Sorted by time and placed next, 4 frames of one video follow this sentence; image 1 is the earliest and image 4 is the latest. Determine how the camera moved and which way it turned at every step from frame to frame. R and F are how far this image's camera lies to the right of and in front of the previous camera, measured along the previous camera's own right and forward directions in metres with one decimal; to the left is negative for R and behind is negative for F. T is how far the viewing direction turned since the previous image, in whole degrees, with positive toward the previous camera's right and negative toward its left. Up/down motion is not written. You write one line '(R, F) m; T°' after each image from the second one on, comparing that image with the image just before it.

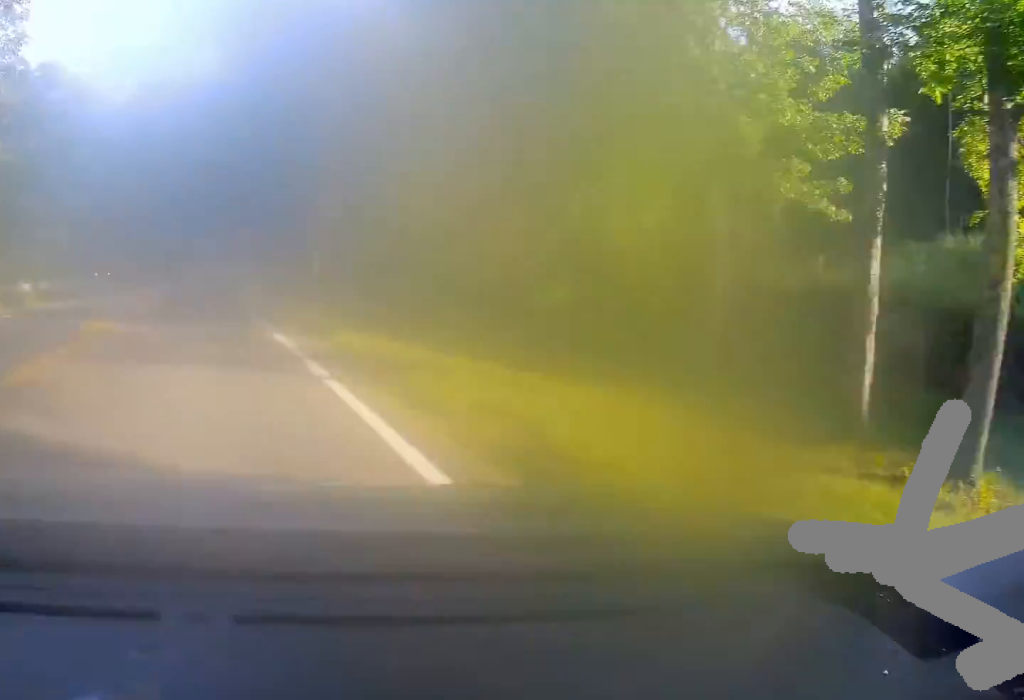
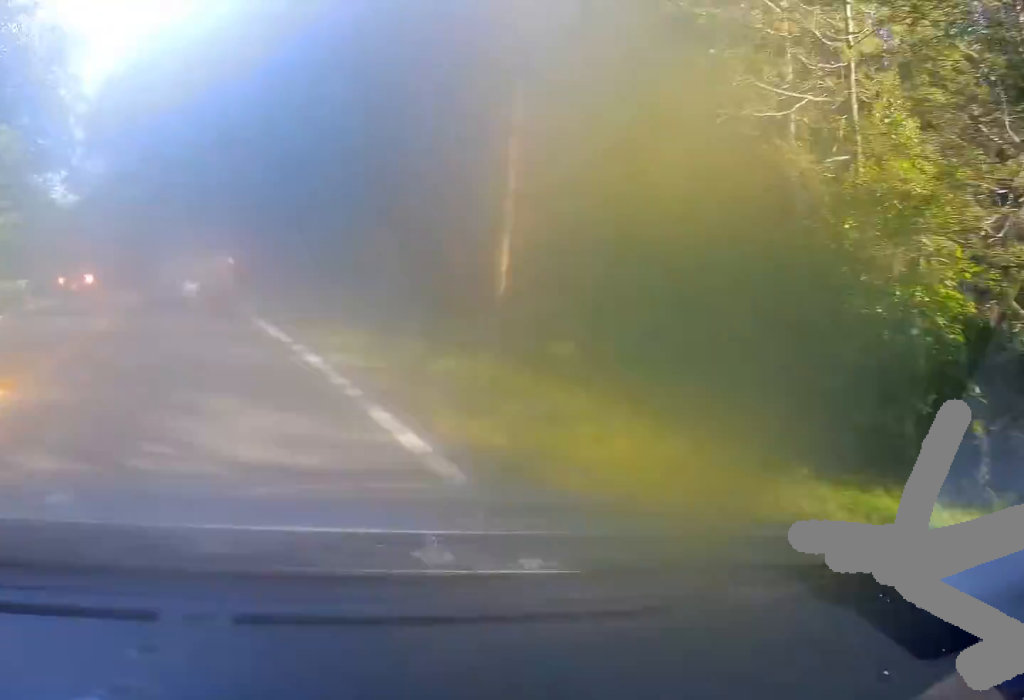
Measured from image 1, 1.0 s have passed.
(+0.3, +19.6) m; -1°
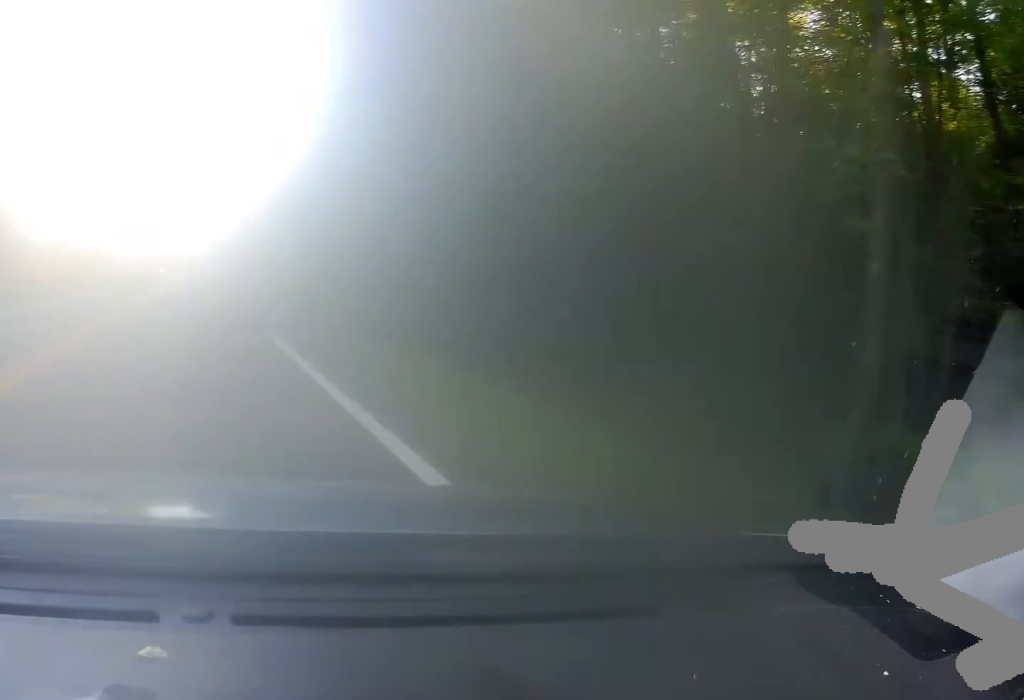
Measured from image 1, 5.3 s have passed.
(-10.2, +90.1) m; -12°
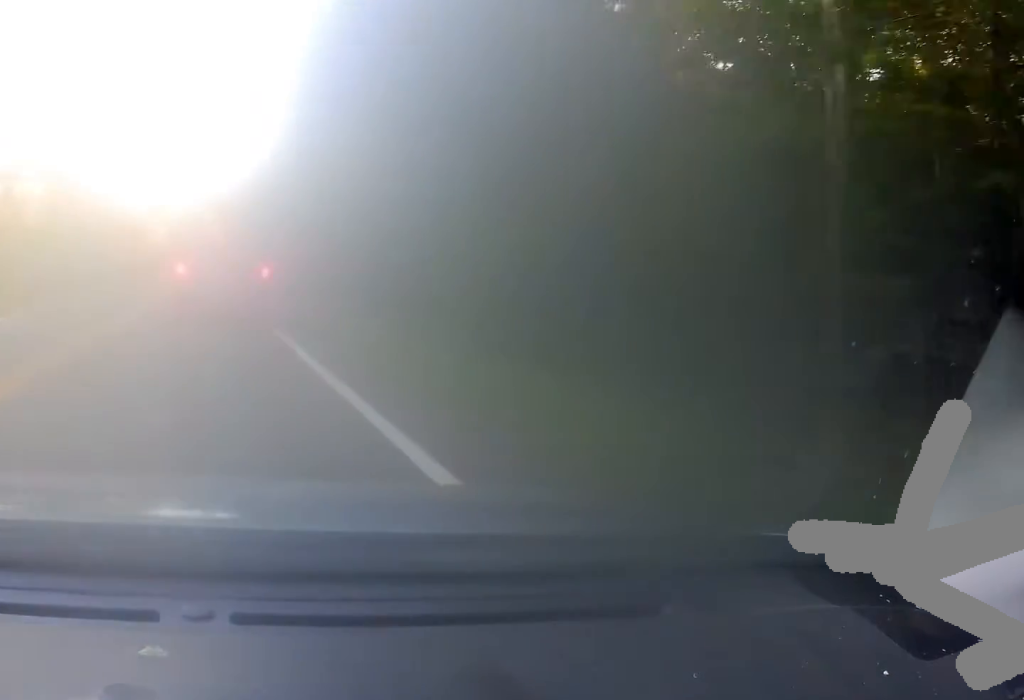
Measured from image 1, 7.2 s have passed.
(-1.1, +41.3) m; -2°
